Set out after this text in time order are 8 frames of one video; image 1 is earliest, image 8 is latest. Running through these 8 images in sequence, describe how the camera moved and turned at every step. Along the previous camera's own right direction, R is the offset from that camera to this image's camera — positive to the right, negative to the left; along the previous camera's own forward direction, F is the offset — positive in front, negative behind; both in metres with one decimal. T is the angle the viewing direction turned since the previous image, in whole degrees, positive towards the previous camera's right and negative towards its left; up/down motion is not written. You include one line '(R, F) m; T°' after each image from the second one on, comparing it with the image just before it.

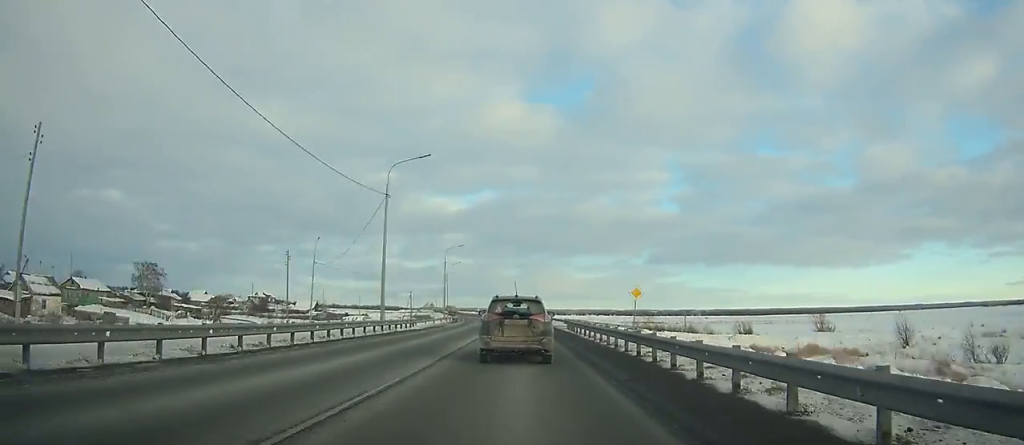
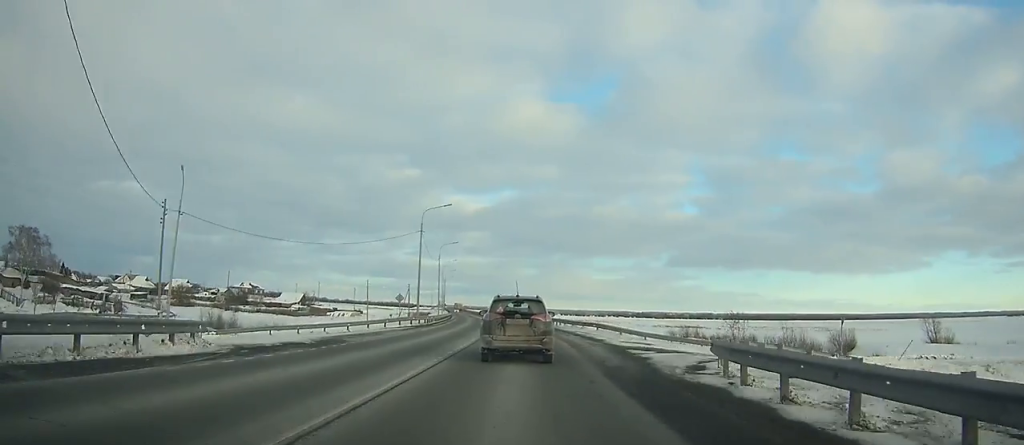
(-0.6, +34.8) m; -2°
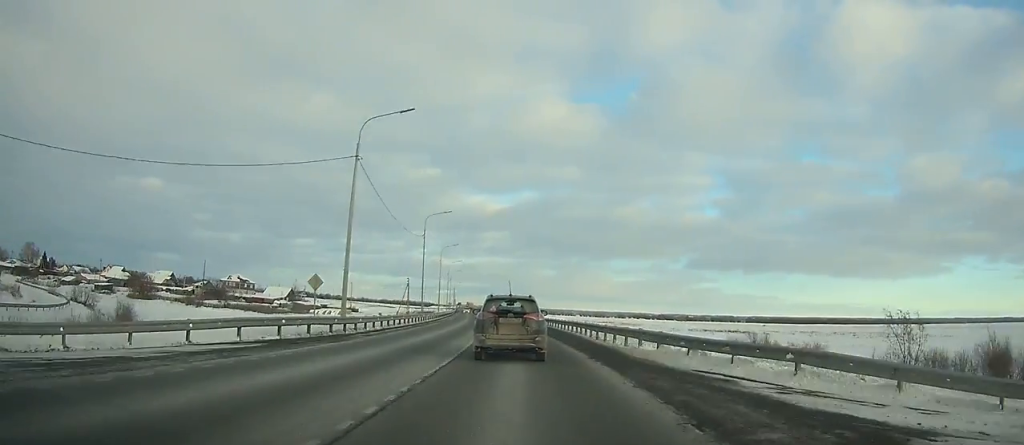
(0.0, +29.1) m; -1°
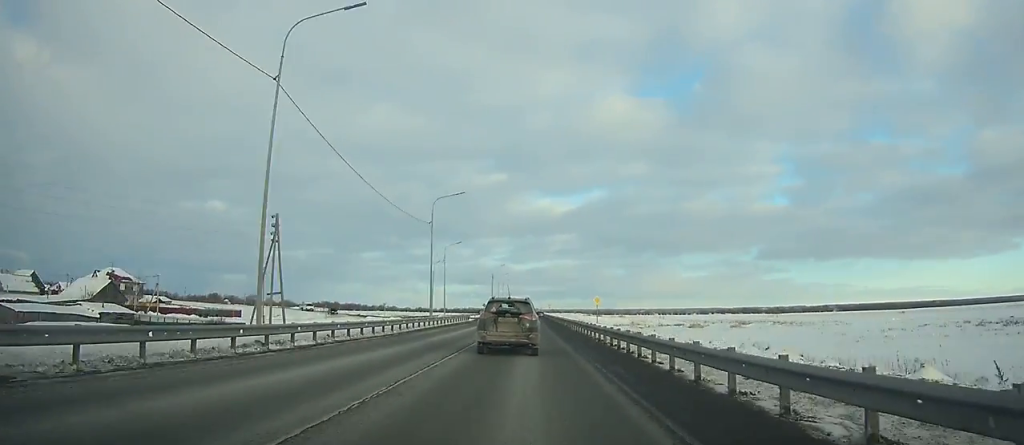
(-6.7, +116.6) m; -6°
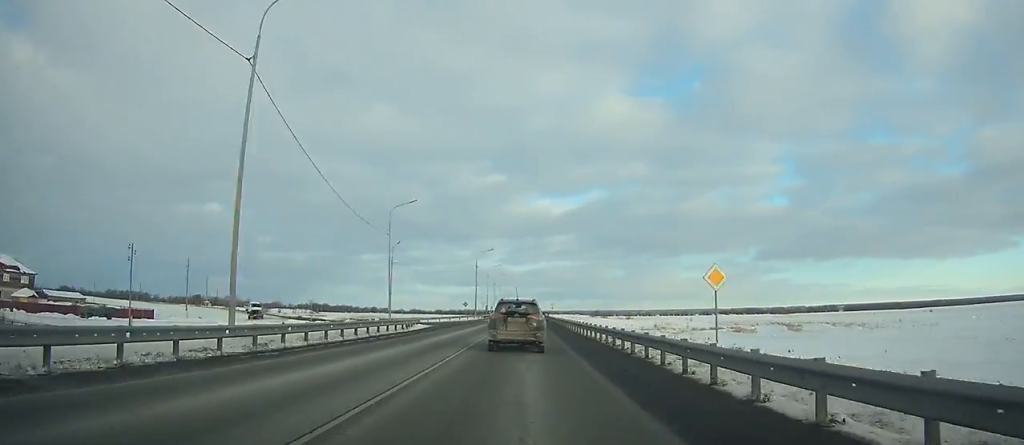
(-0.4, +36.4) m; 0°
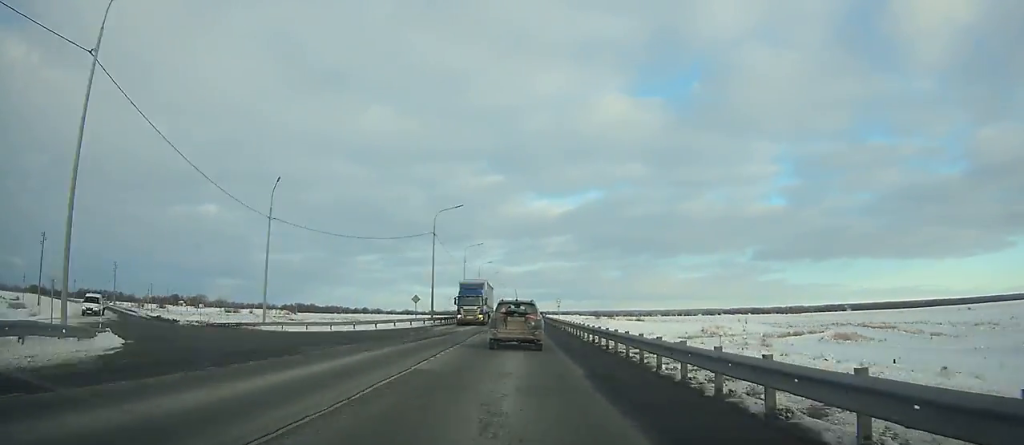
(-0.1, +42.6) m; 0°
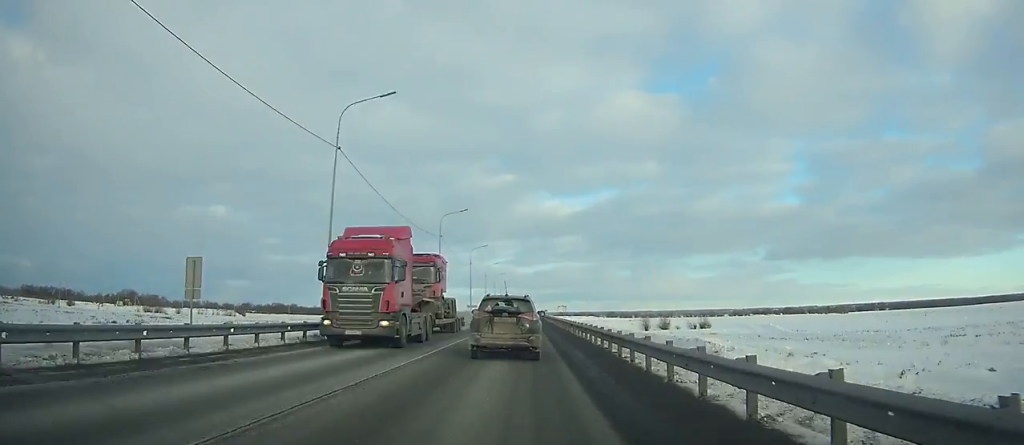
(-0.3, +99.1) m; -1°
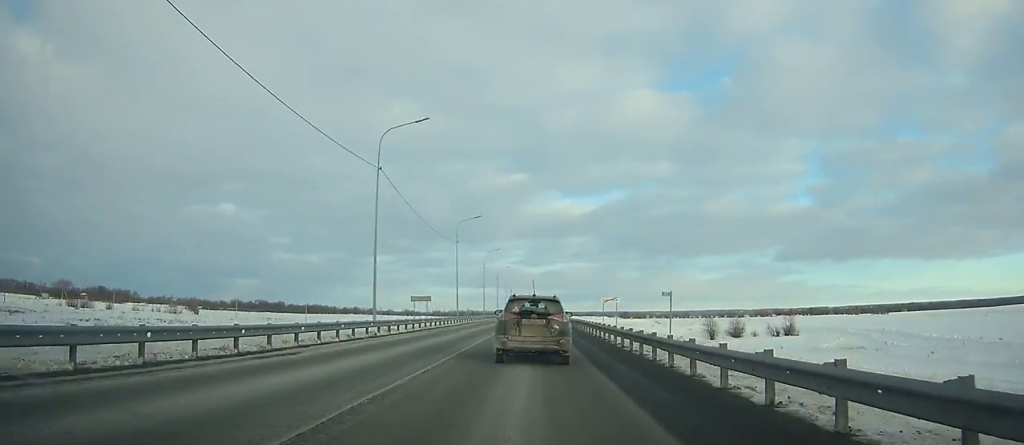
(-0.4, +65.1) m; 0°
